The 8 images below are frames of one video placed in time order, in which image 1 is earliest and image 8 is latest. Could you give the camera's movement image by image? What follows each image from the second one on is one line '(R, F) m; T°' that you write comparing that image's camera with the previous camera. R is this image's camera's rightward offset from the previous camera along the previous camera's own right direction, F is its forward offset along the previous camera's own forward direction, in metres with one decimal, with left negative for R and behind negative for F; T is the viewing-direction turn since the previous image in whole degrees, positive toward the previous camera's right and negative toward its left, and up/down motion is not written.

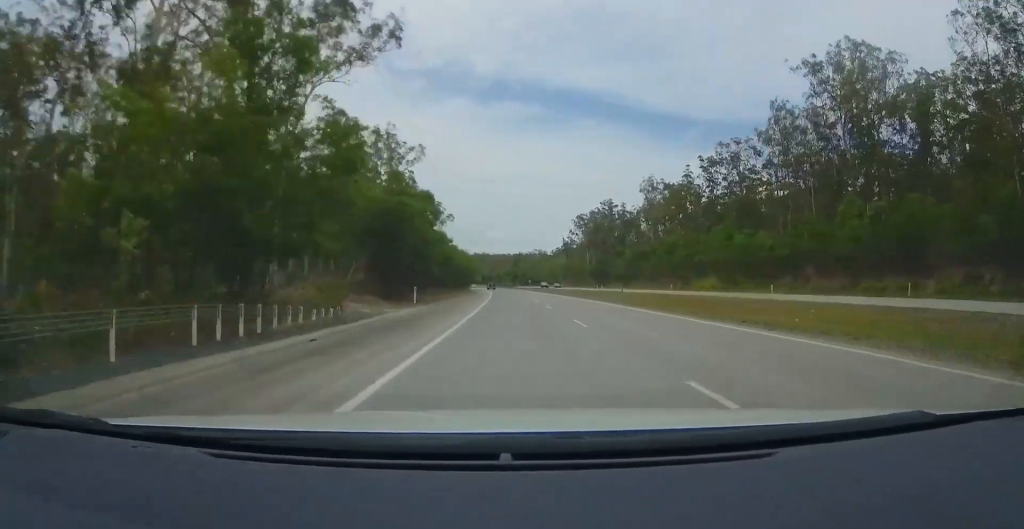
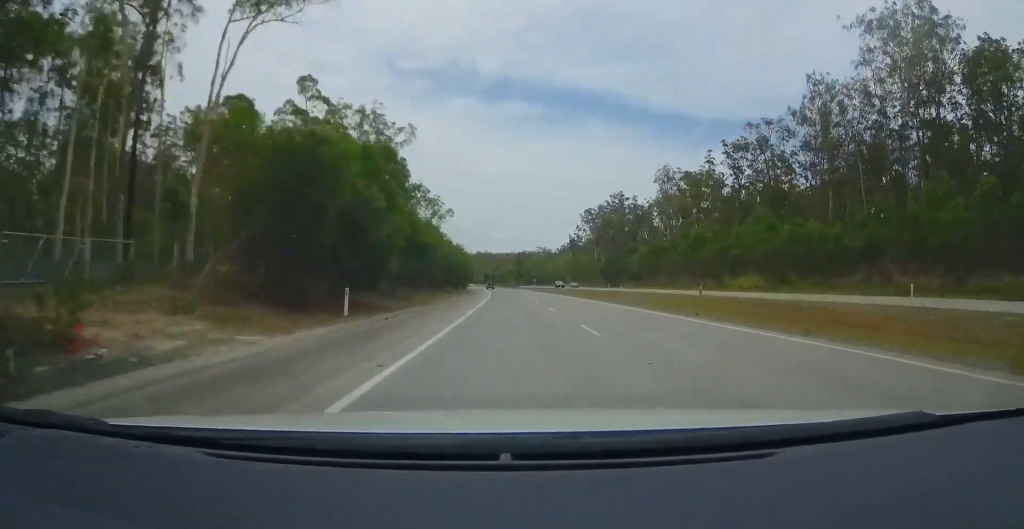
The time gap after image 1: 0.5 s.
(+0.3, +14.6) m; 0°
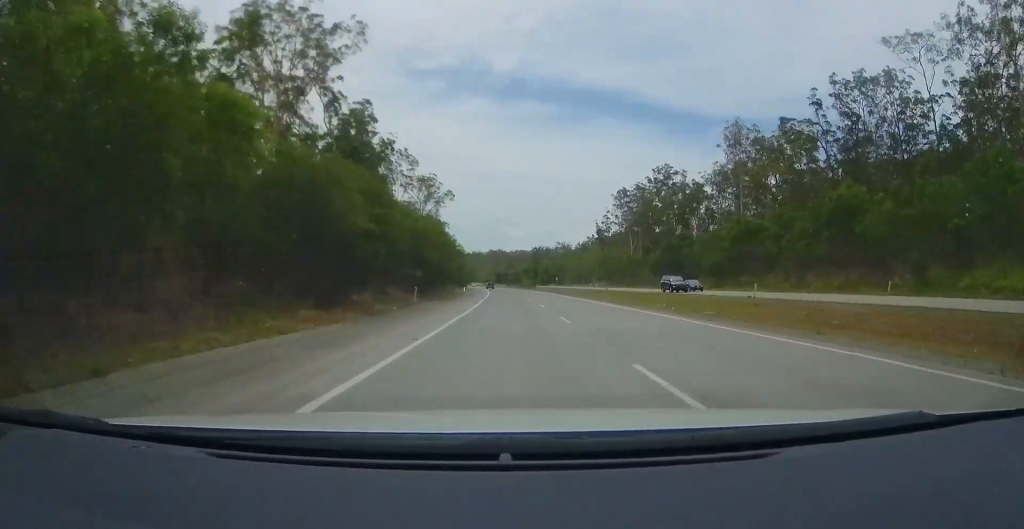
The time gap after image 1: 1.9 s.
(+0.3, +42.7) m; -2°
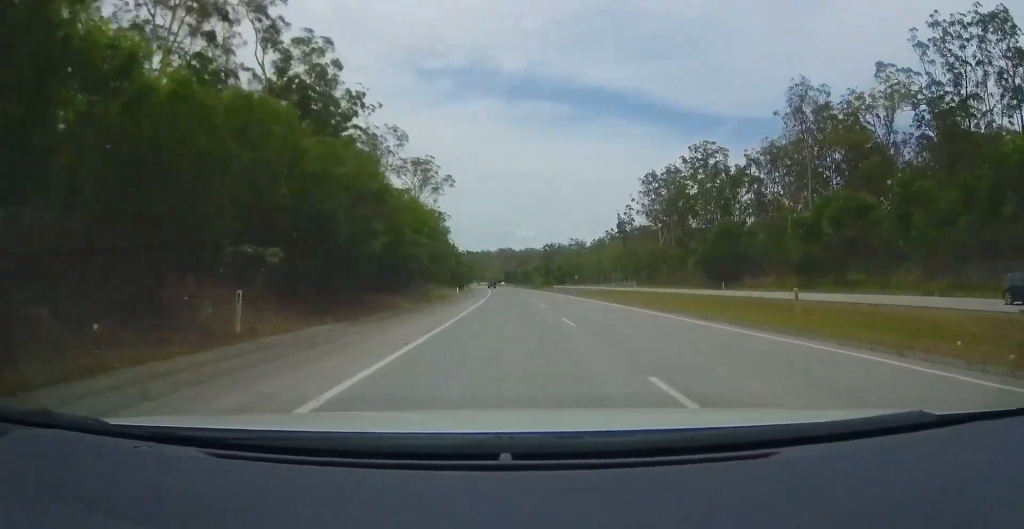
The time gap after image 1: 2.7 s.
(-0.6, +24.3) m; -1°
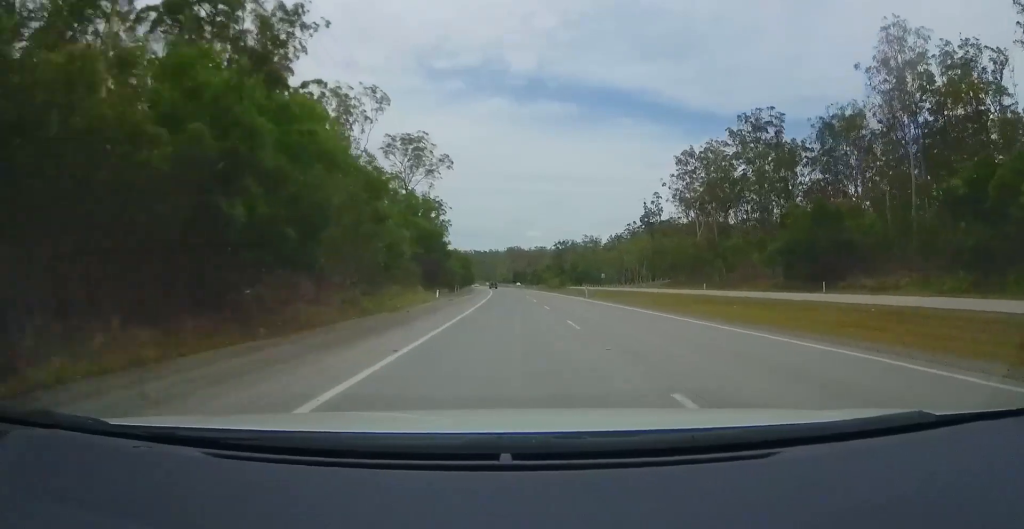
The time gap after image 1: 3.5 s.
(-0.1, +24.2) m; 0°
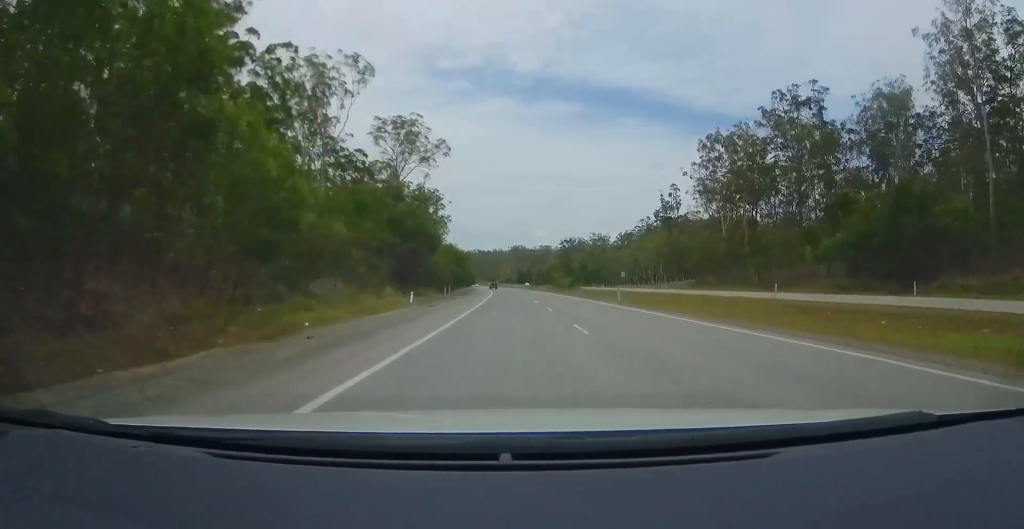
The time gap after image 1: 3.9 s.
(+0.2, +13.3) m; 0°
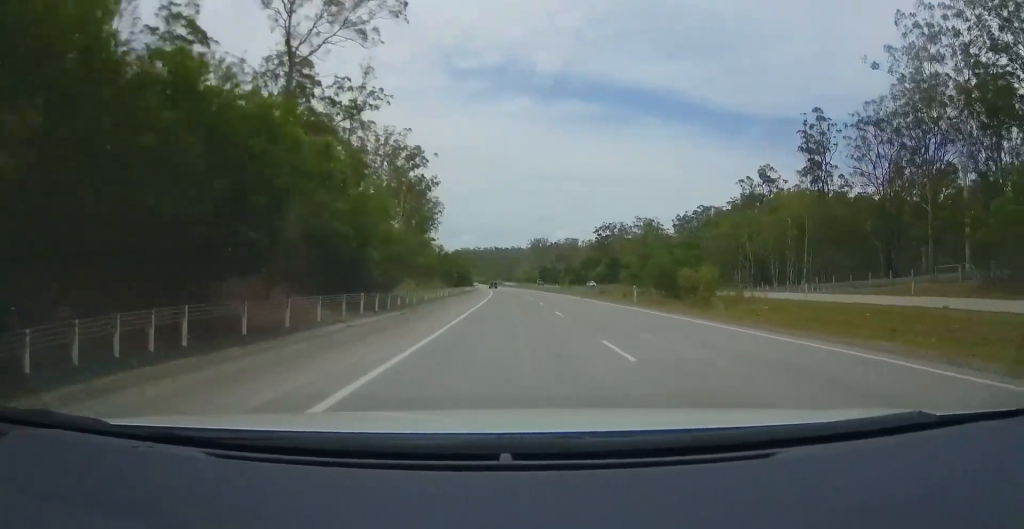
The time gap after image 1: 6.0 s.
(-0.9, +61.2) m; -2°
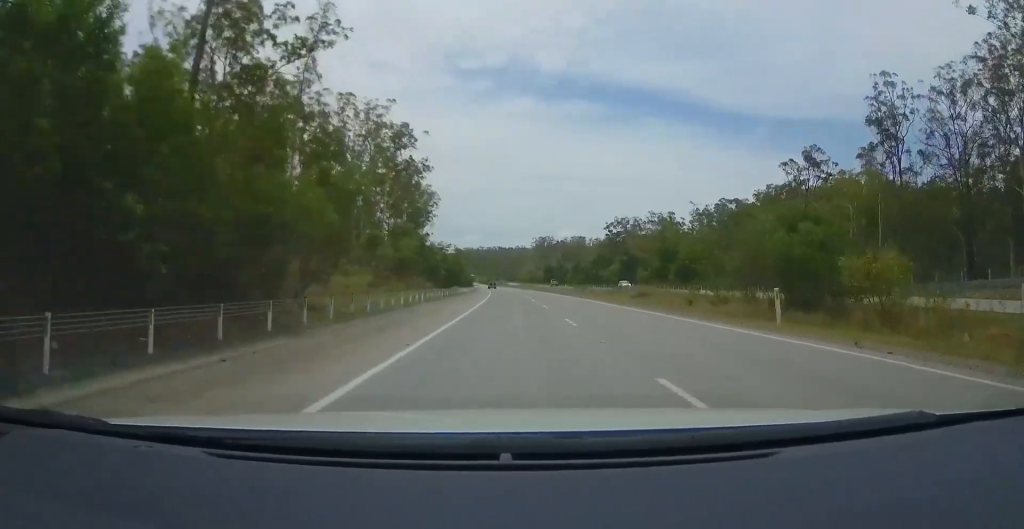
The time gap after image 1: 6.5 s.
(-0.2, +16.7) m; 0°
